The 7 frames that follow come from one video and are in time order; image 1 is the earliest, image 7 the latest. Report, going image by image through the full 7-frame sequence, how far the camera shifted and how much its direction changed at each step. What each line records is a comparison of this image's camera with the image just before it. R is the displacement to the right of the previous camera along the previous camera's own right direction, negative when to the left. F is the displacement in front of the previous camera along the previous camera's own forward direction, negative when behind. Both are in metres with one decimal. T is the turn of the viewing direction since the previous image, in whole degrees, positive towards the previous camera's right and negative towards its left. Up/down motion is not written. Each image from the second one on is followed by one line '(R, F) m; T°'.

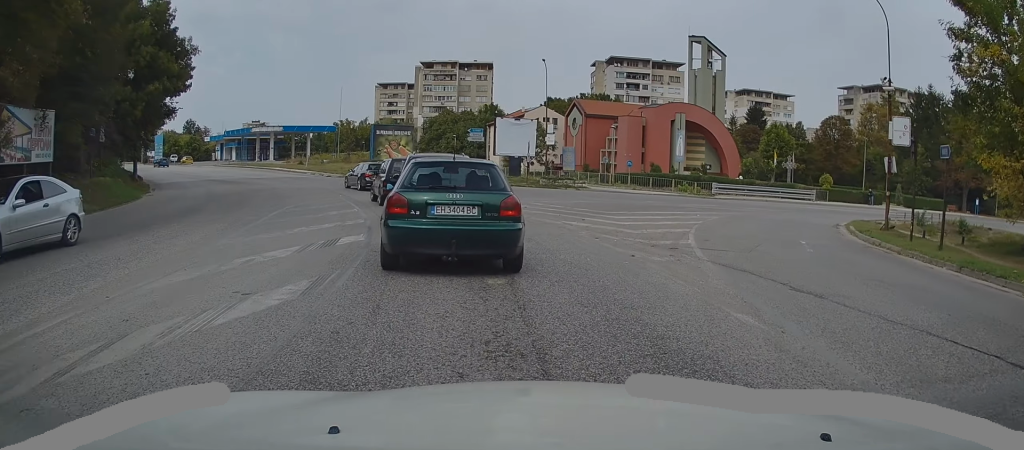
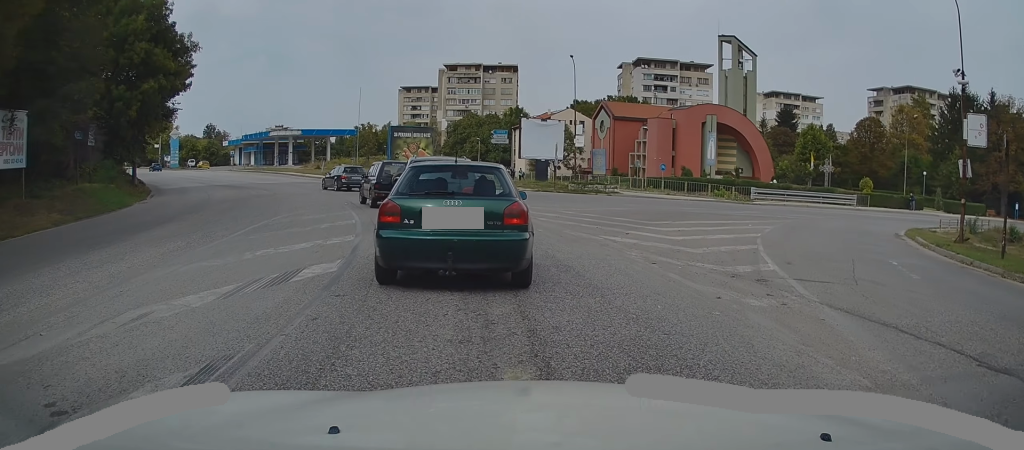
(-0.1, +3.1) m; -1°
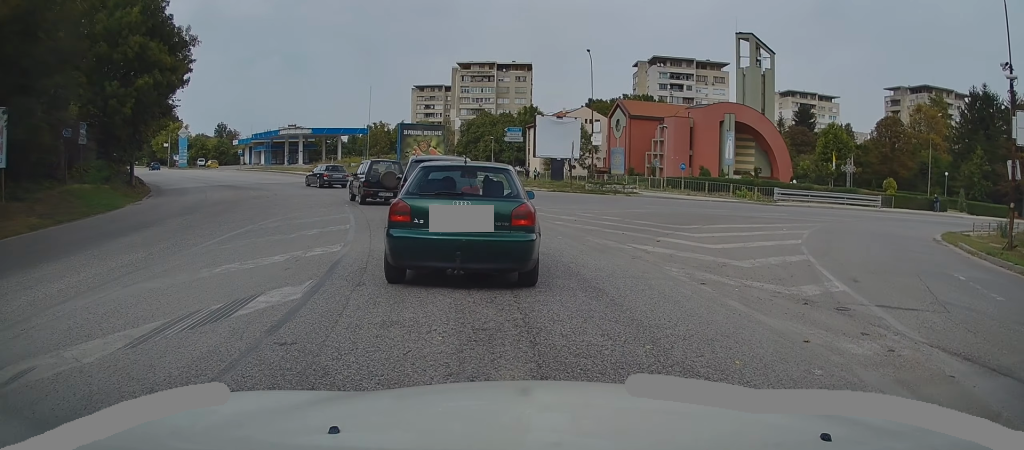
(0.0, +2.0) m; -1°
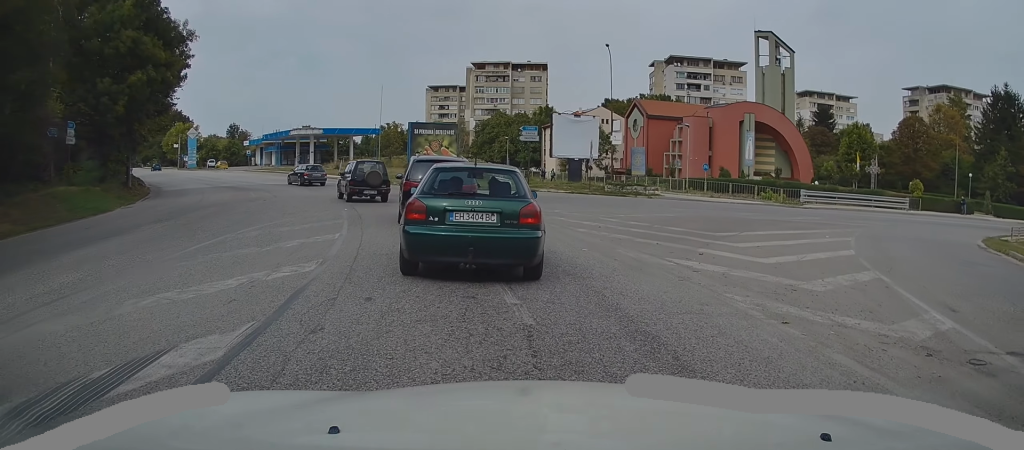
(0.0, +2.2) m; -2°
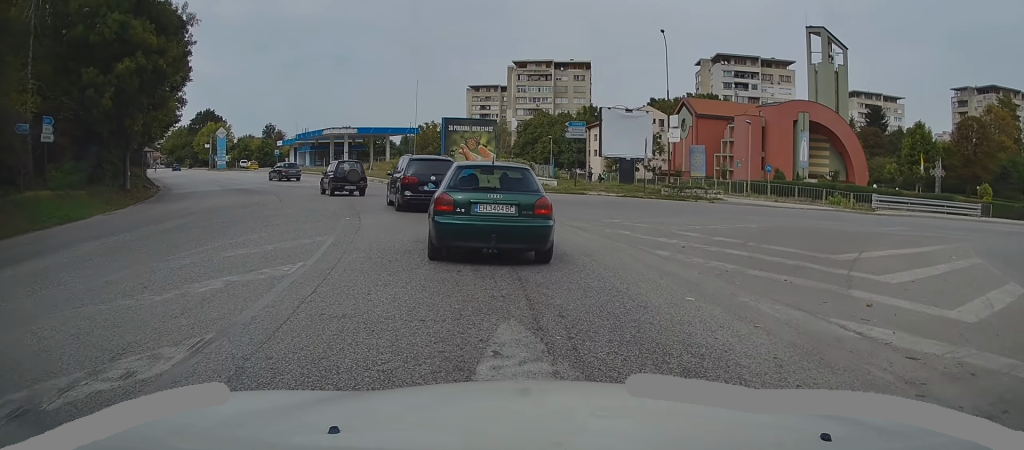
(-0.3, +4.9) m; -5°
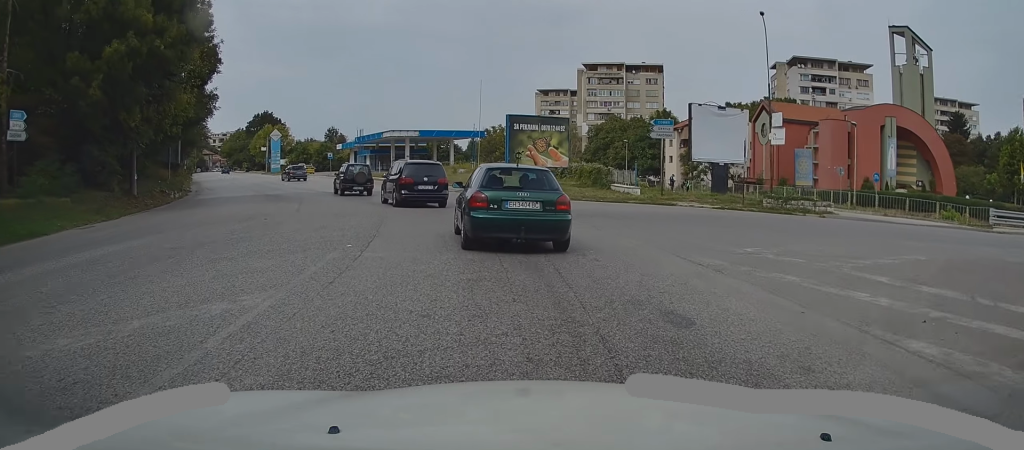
(-0.1, +6.1) m; -3°
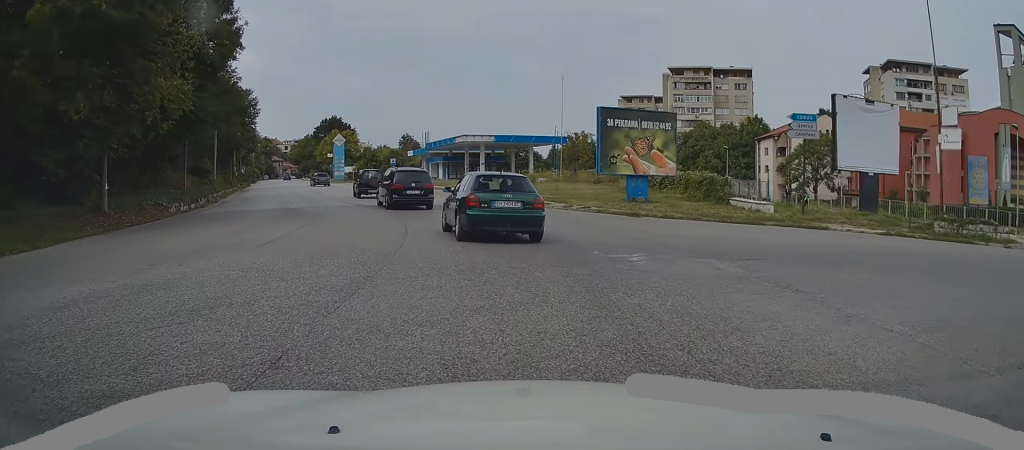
(-0.7, +9.0) m; -10°
